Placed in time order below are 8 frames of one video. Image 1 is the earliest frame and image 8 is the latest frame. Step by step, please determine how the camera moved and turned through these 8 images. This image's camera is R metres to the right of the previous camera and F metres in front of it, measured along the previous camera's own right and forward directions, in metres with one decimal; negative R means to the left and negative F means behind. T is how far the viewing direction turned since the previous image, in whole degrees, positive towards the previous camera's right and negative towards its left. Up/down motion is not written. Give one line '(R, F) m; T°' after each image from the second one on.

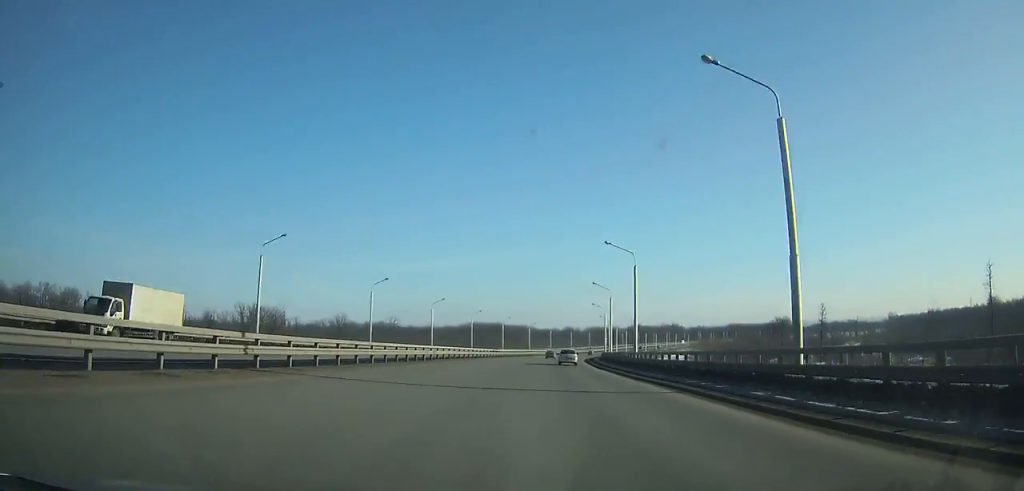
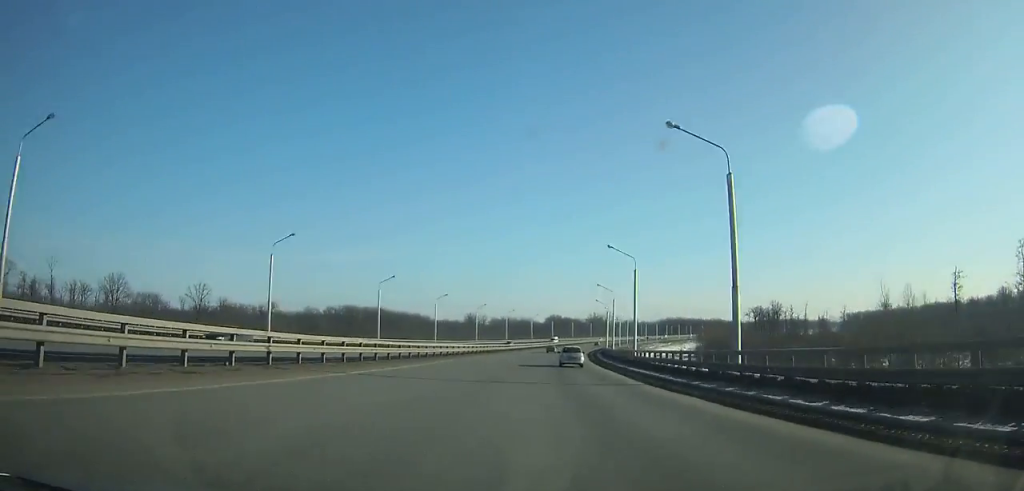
(+11.3, +130.4) m; +10°
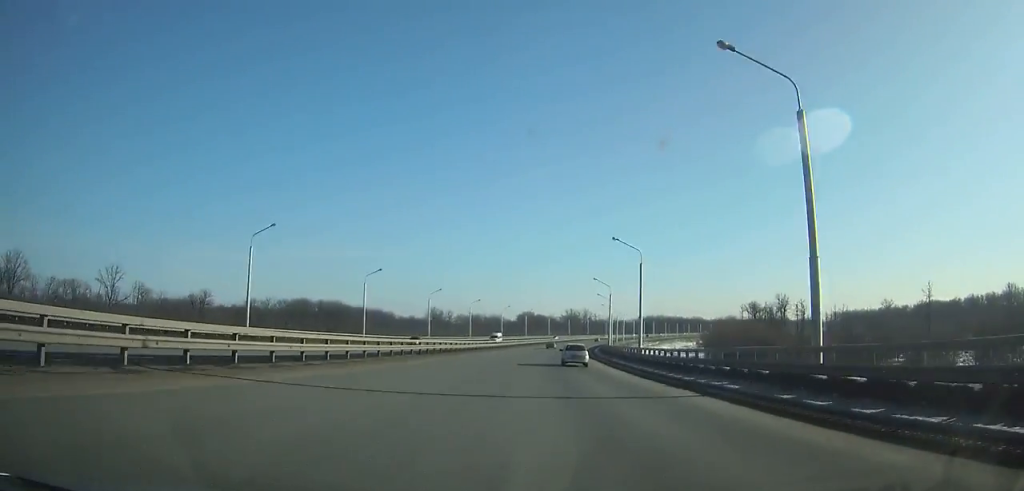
(+0.6, +38.1) m; +3°
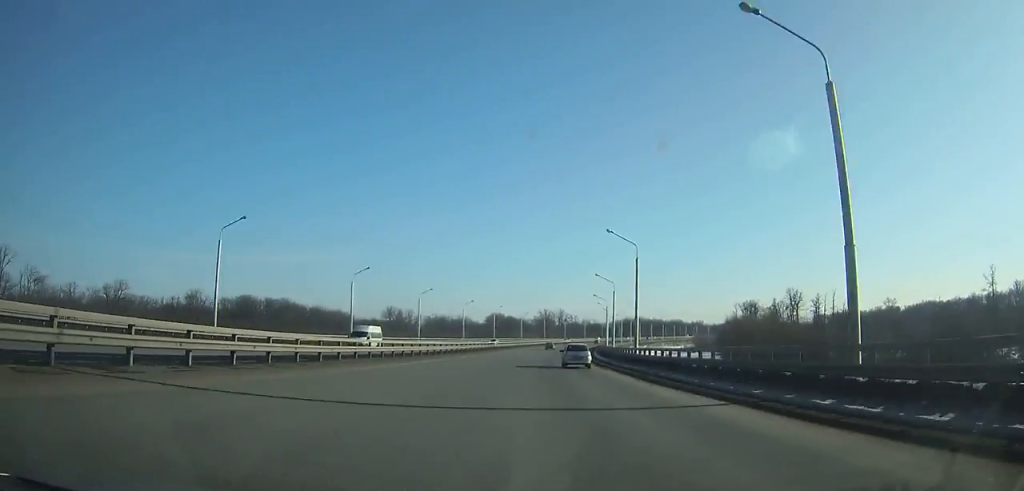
(+1.3, +37.6) m; +2°
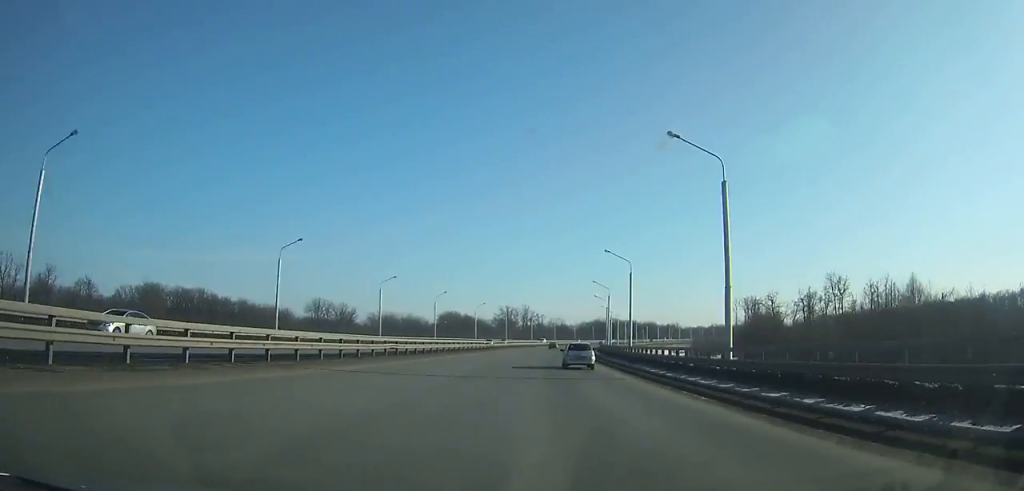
(+1.7, +54.7) m; +4°
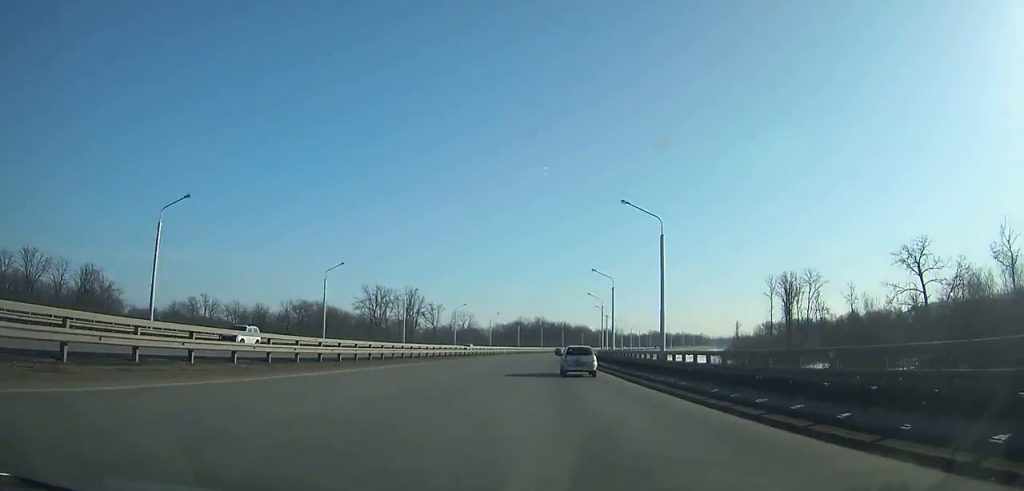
(+8.6, +120.4) m; +9°
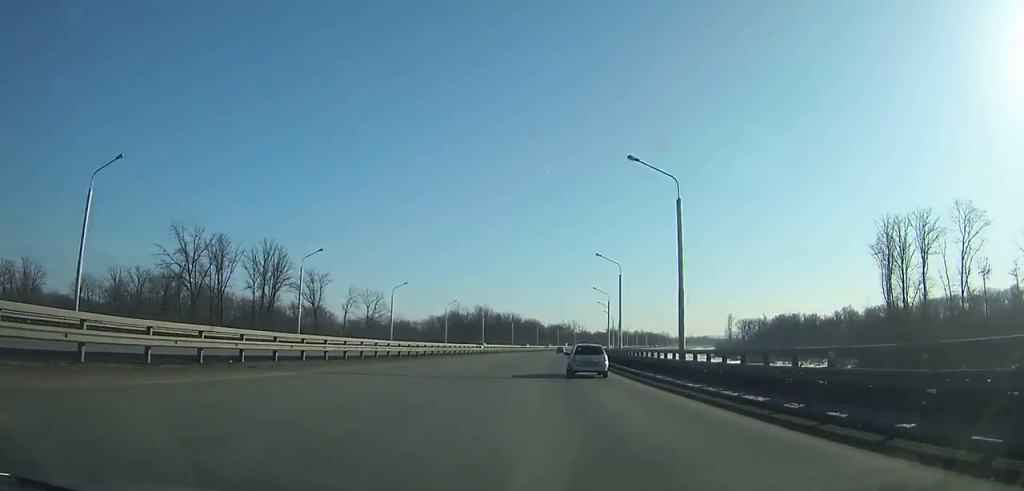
(+3.8, +76.5) m; +5°
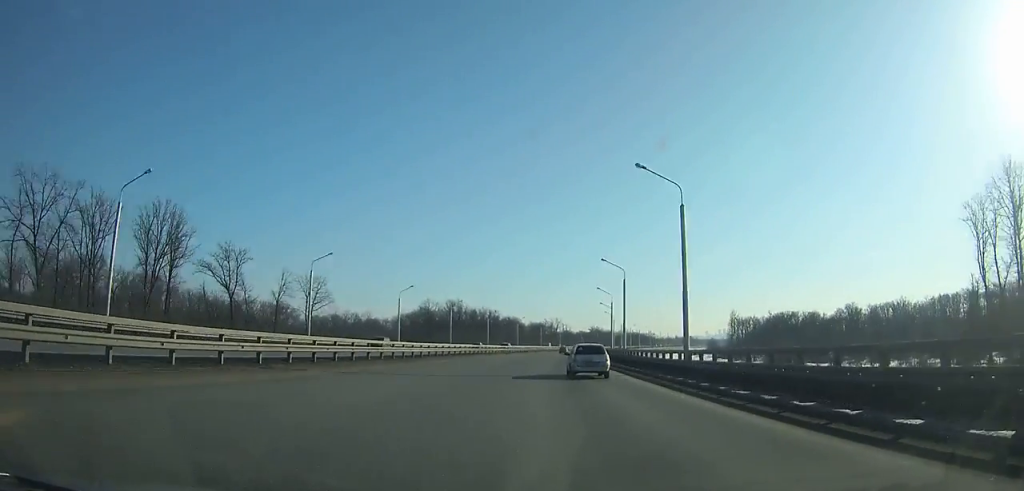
(+1.1, +32.5) m; +2°
